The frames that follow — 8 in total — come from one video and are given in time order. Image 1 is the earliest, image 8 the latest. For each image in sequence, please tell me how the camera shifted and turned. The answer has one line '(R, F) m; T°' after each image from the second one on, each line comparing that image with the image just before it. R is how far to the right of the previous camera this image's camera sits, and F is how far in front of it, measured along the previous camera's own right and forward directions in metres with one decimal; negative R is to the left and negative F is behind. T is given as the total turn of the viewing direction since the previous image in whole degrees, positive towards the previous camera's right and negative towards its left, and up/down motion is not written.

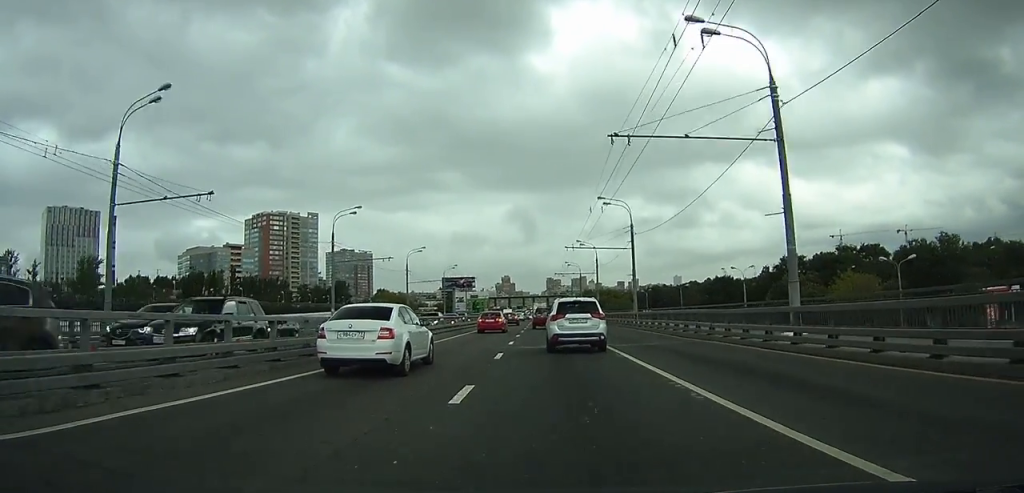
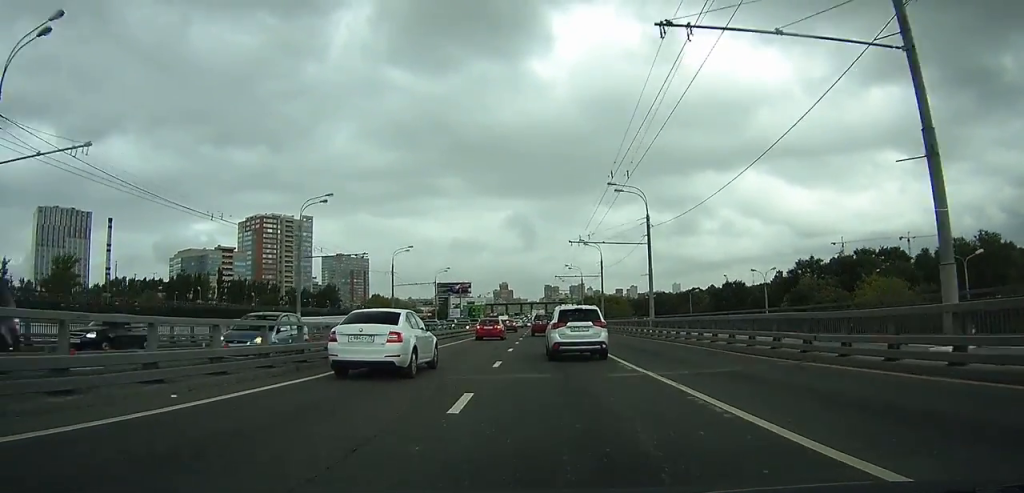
(0.0, +8.4) m; 0°
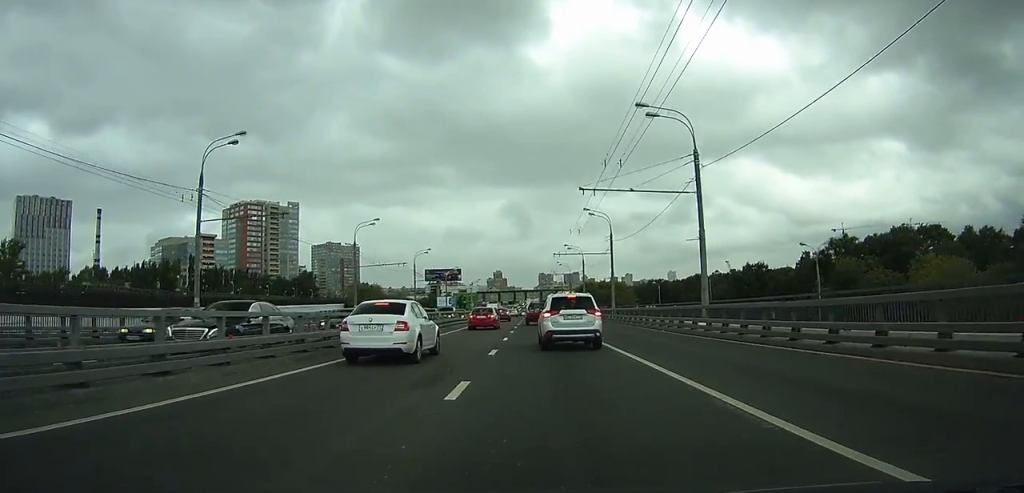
(0.0, +15.6) m; 0°
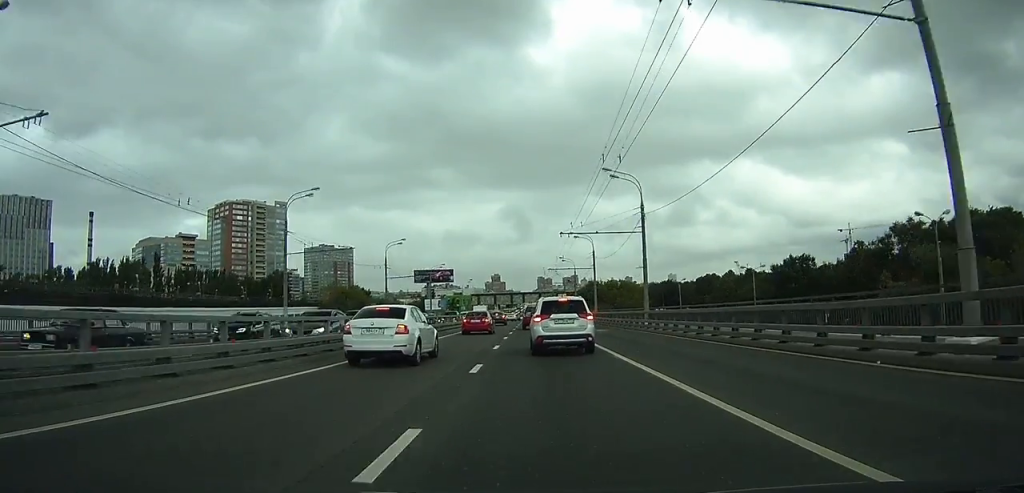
(+0.1, +19.5) m; 0°
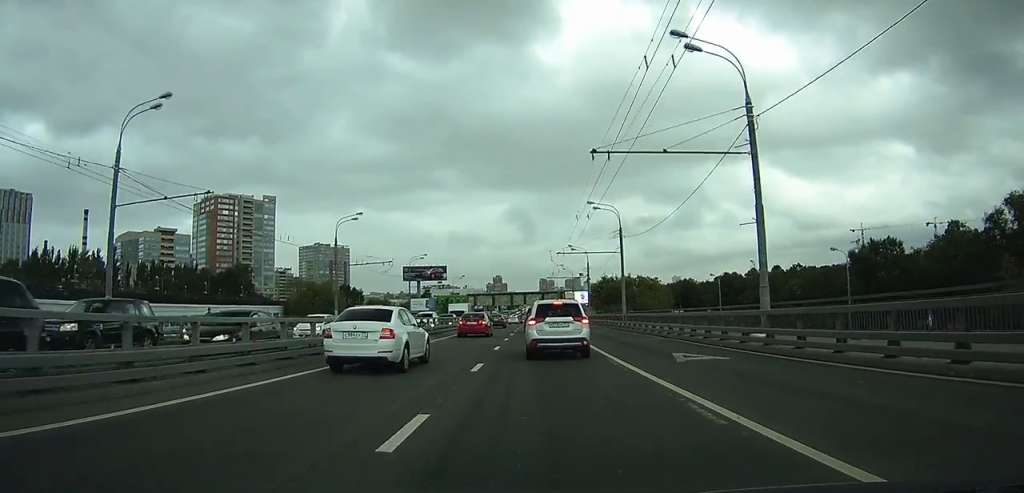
(+0.1, +23.1) m; 0°
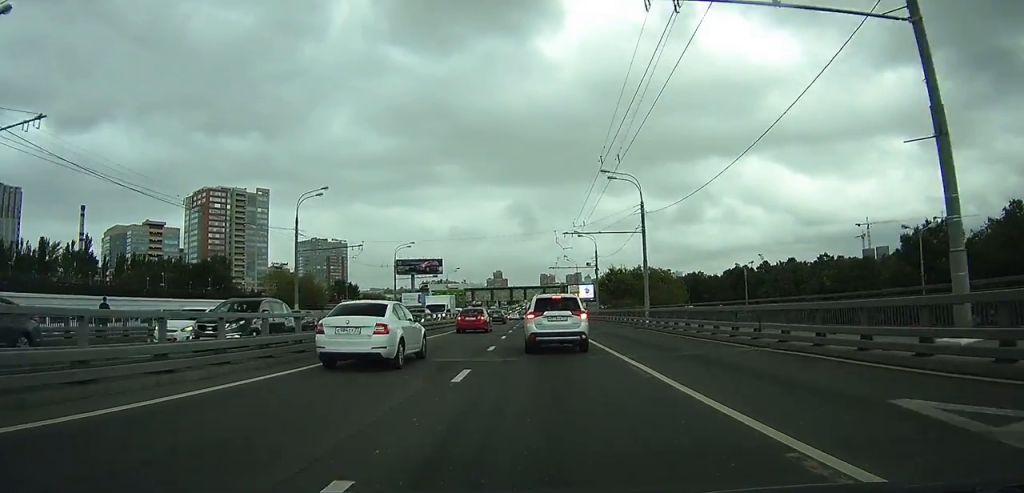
(0.0, +11.2) m; 0°
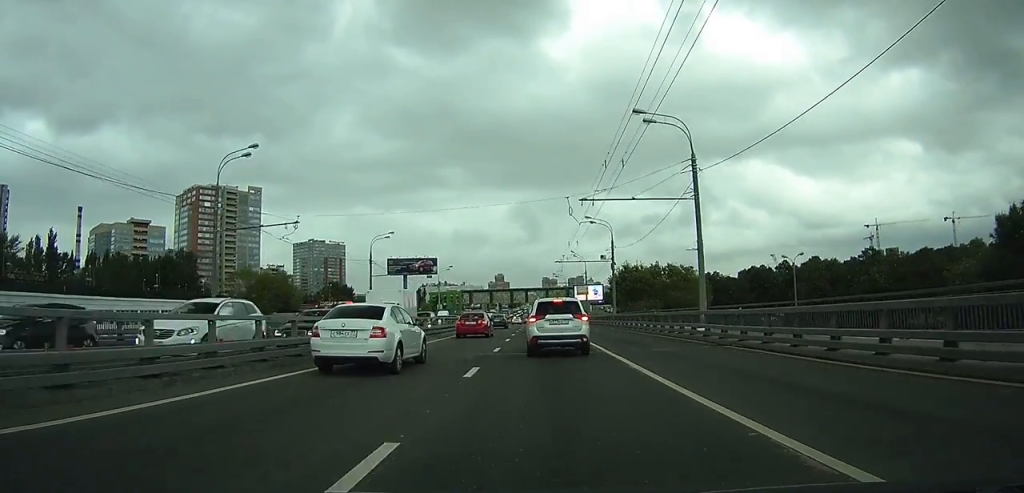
(0.0, +14.9) m; 0°
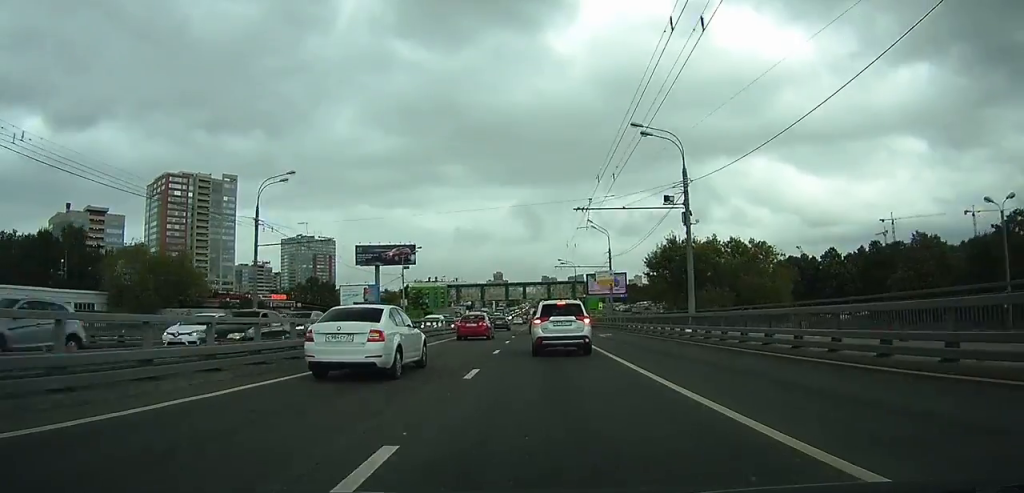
(0.0, +32.5) m; 0°
